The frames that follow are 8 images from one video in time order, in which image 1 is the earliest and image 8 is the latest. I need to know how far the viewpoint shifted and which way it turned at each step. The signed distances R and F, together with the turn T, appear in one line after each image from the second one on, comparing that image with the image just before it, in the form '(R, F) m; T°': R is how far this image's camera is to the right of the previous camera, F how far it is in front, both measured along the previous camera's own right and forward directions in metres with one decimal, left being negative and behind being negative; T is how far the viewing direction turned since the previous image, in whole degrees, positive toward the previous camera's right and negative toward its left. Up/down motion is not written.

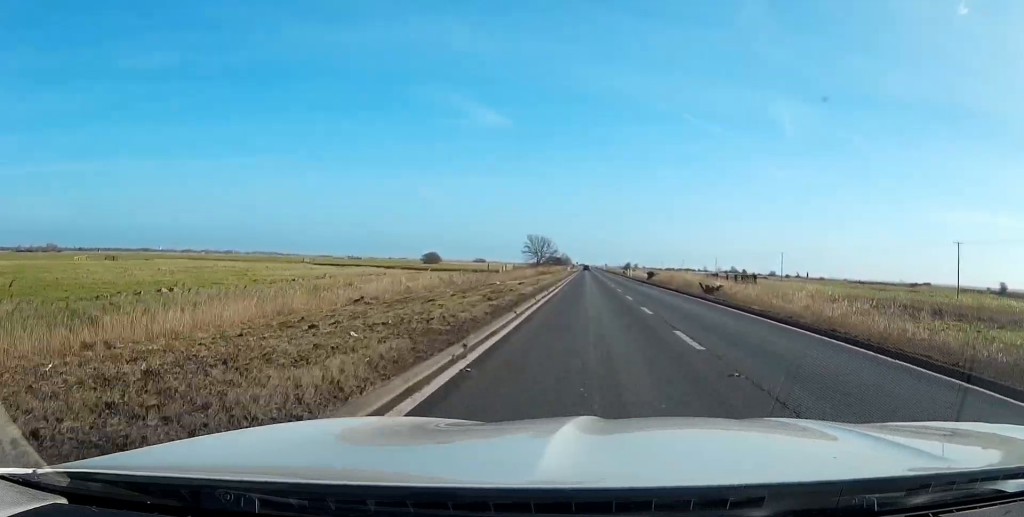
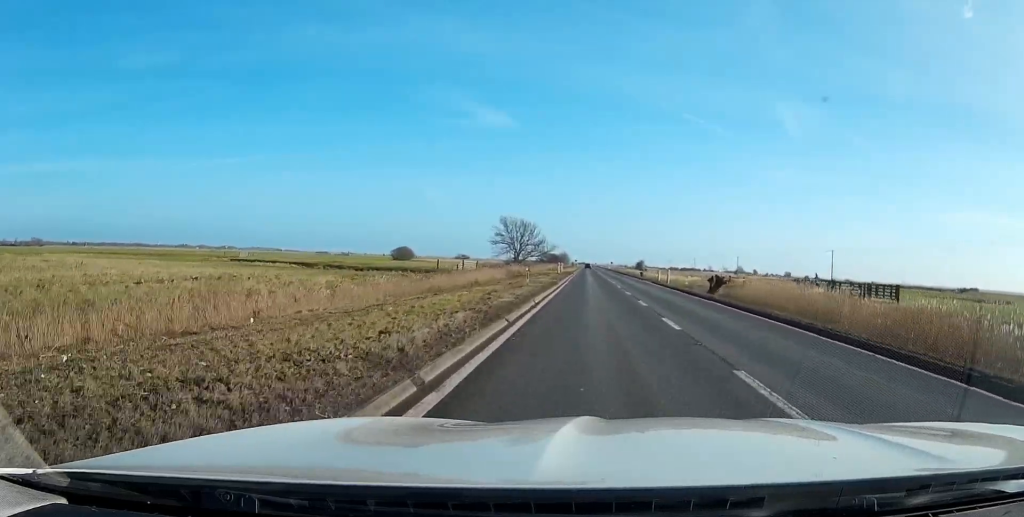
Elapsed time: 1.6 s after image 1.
(+0.1, +38.3) m; 0°
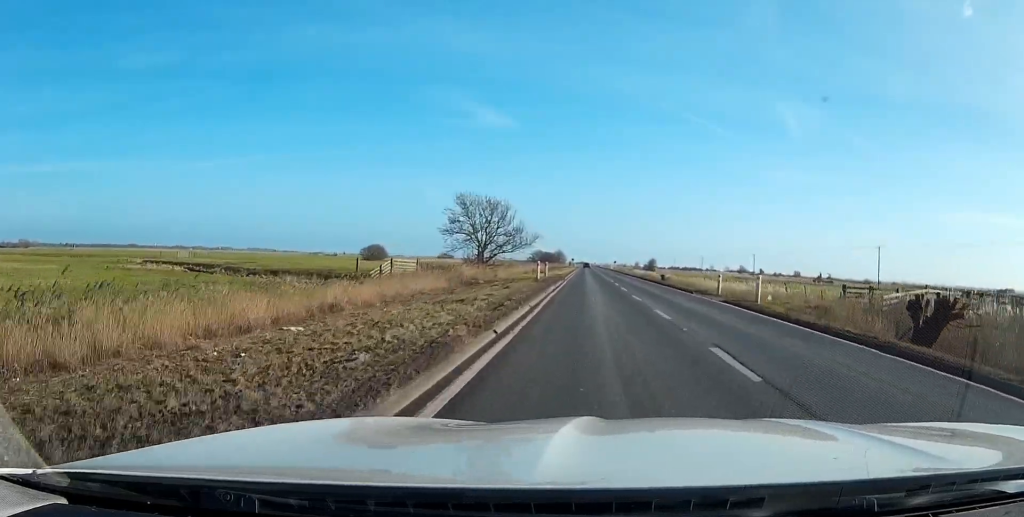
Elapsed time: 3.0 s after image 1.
(-0.1, +33.0) m; 0°
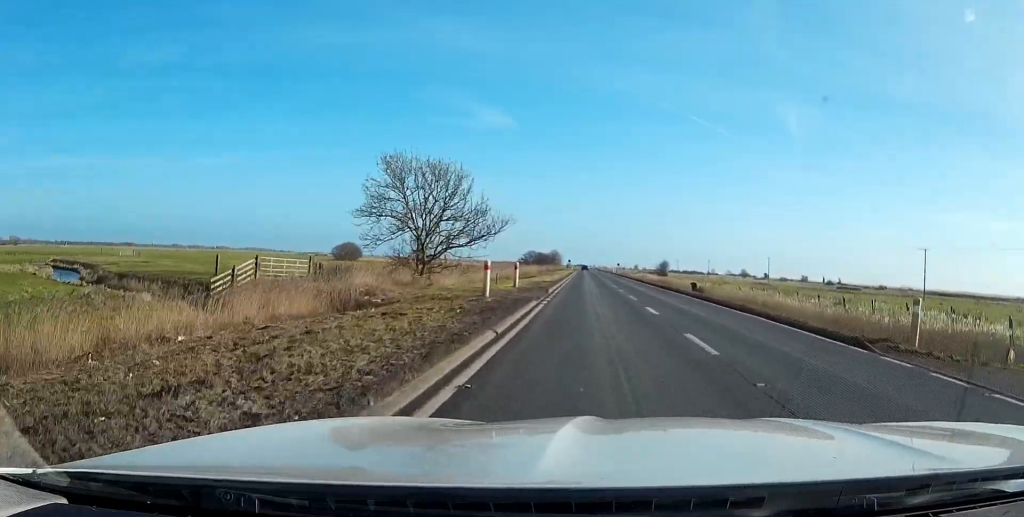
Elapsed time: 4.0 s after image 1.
(0.0, +24.2) m; 0°
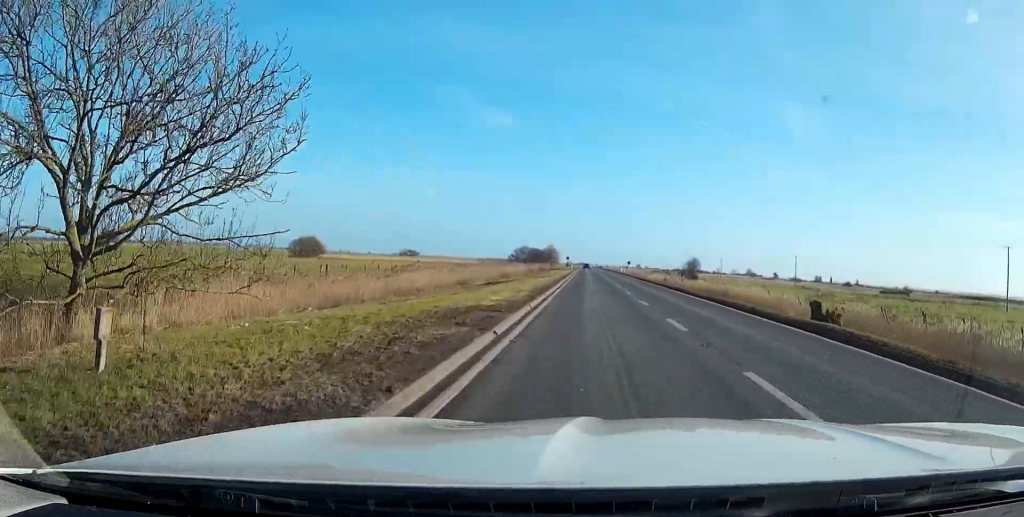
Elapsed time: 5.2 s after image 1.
(+0.1, +30.8) m; 0°
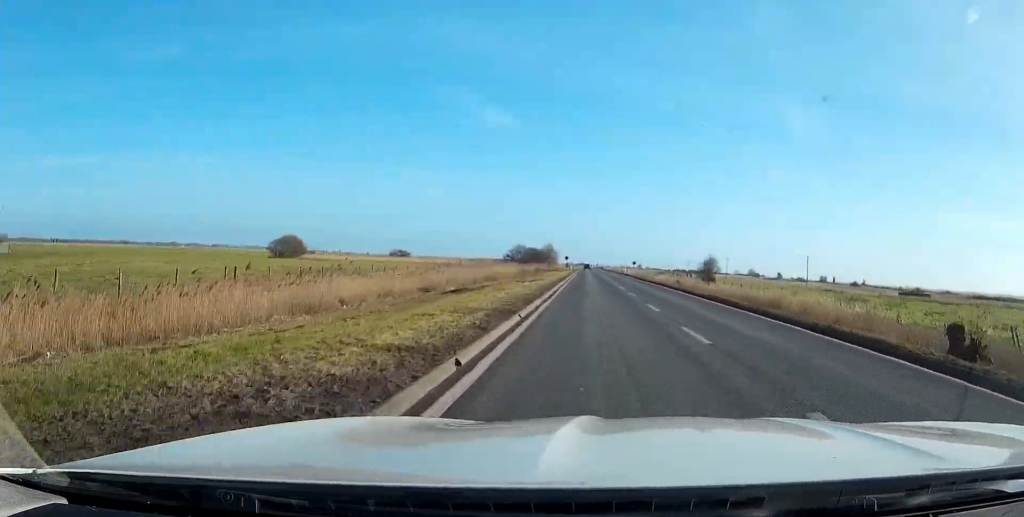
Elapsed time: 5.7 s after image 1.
(0.0, +11.4) m; 0°
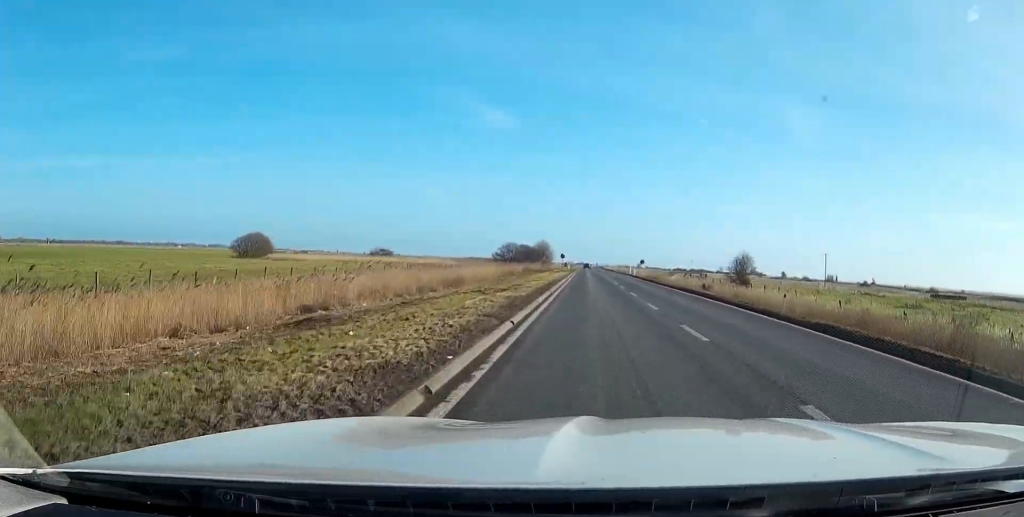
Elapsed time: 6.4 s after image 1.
(0.0, +17.1) m; 0°
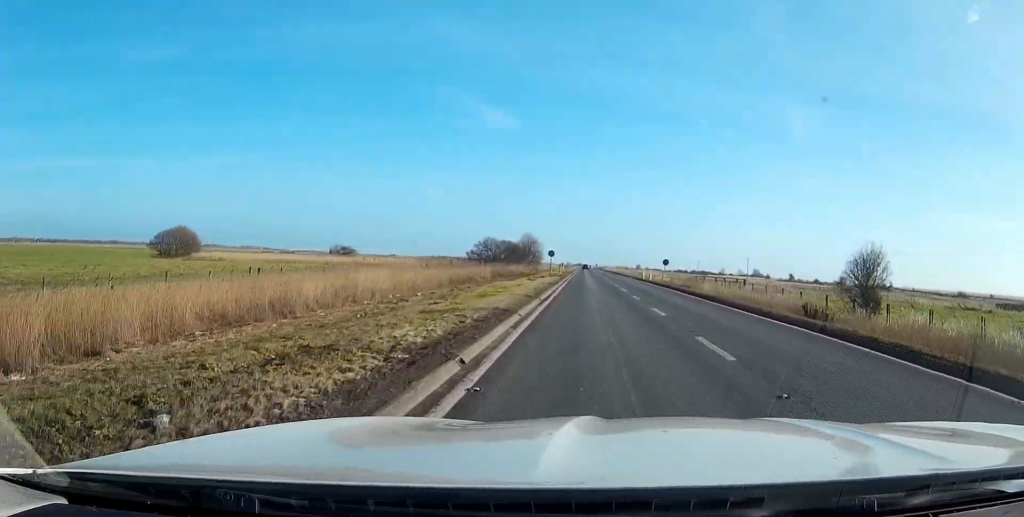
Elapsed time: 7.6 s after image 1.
(-0.1, +28.6) m; 0°
